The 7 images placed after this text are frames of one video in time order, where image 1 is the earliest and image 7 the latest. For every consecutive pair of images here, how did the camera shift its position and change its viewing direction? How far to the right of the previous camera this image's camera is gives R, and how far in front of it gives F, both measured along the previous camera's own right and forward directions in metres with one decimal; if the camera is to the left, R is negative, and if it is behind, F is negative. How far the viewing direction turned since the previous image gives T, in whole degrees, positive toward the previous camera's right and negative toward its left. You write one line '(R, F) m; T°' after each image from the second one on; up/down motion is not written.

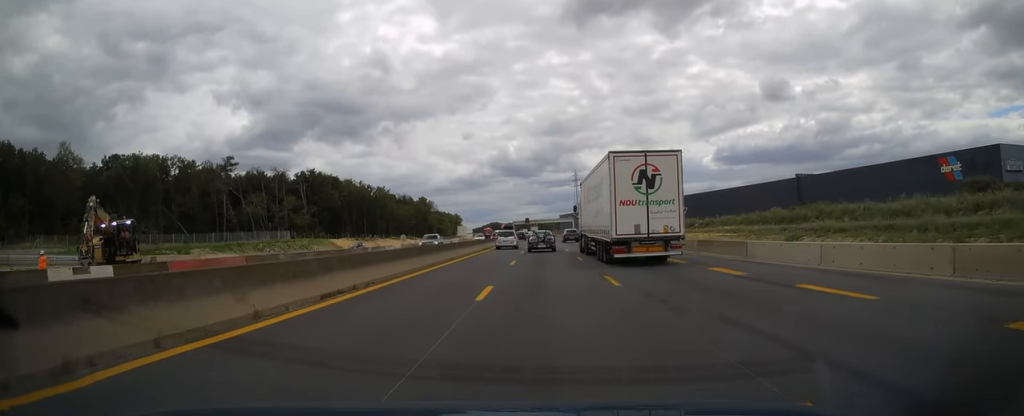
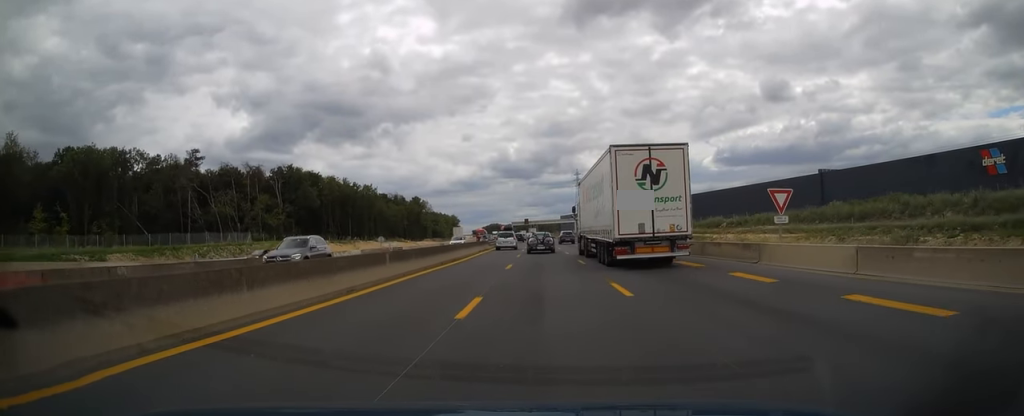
(+0.1, +15.0) m; 0°
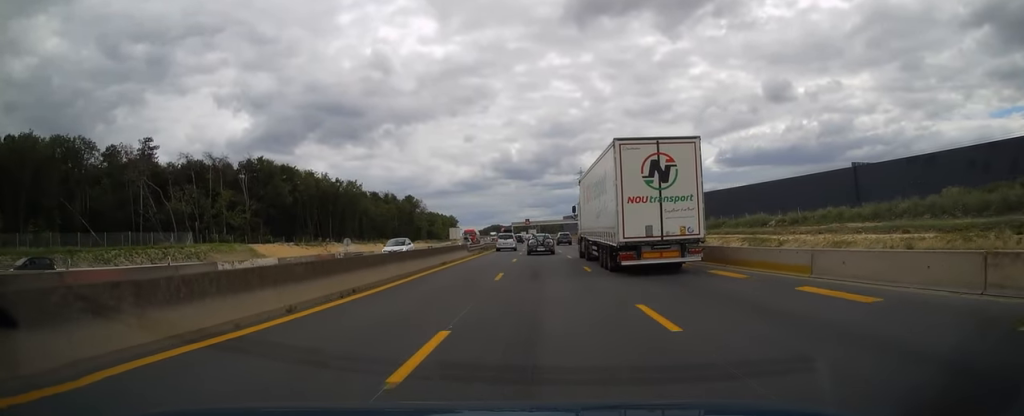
(-0.1, +17.4) m; 0°
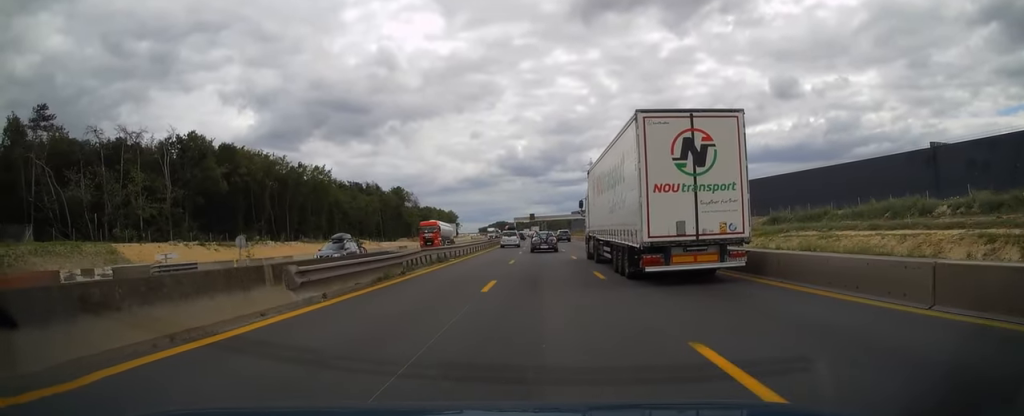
(-0.1, +30.0) m; 0°
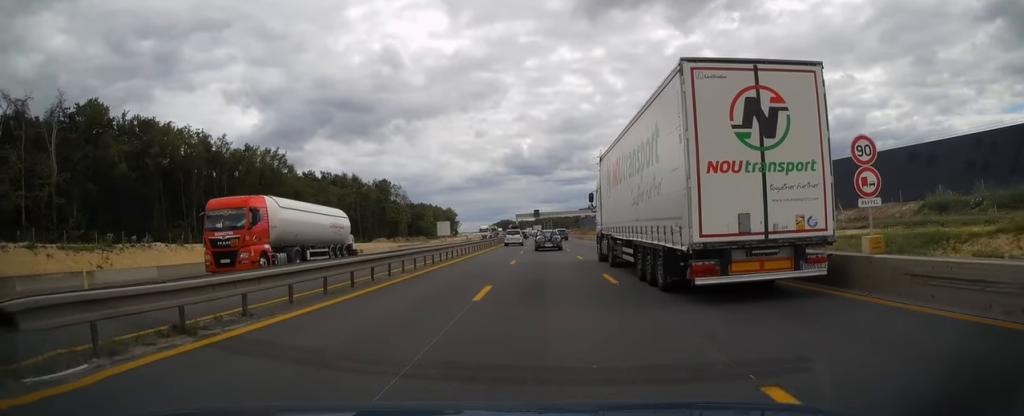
(-0.1, +28.3) m; -1°
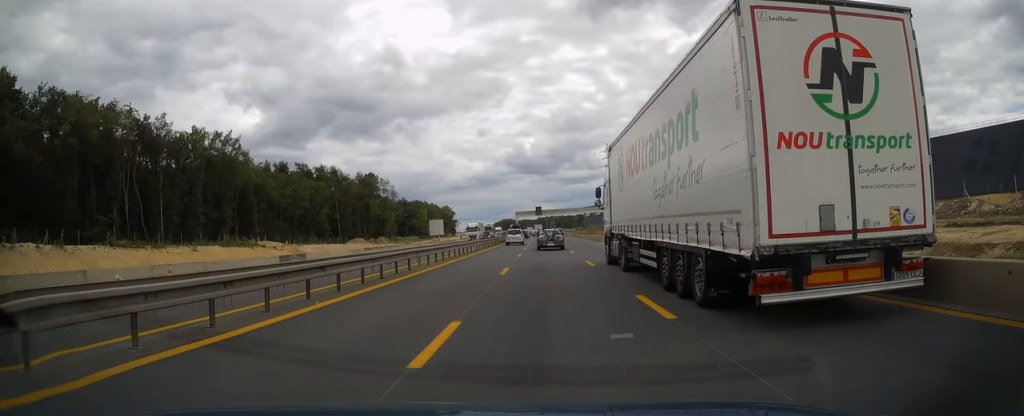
(-0.1, +19.3) m; 0°
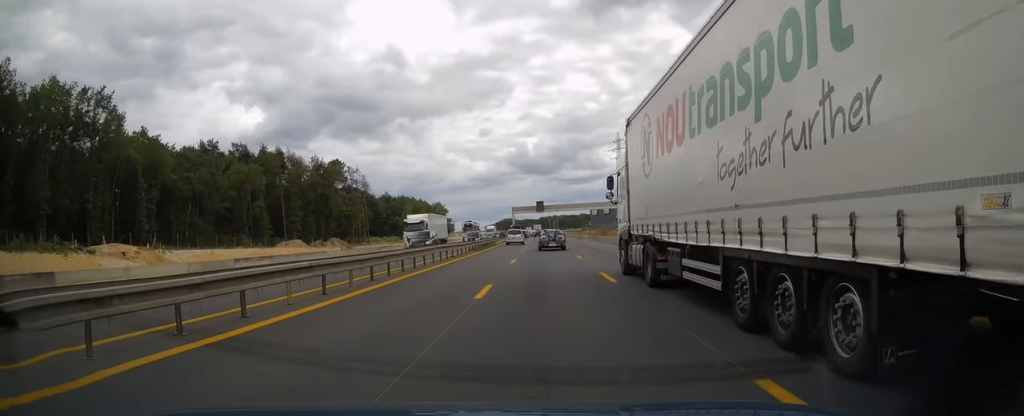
(-0.1, +33.1) m; 0°
